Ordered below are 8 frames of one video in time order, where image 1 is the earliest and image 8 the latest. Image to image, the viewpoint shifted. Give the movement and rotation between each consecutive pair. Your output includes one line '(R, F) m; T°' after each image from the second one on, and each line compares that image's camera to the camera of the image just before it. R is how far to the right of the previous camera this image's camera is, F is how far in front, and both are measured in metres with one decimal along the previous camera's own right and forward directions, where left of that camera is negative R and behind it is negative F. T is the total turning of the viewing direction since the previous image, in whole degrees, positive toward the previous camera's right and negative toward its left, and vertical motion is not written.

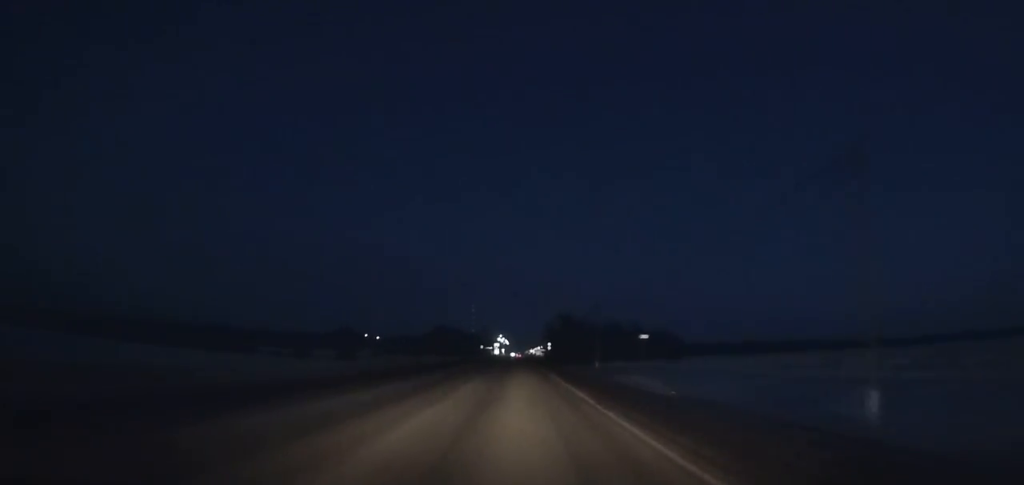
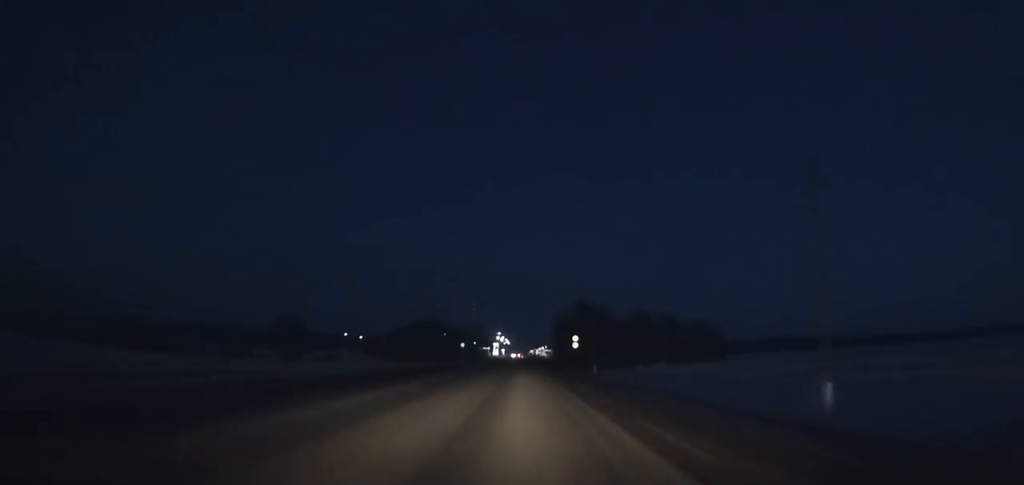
(0.0, +55.9) m; 0°
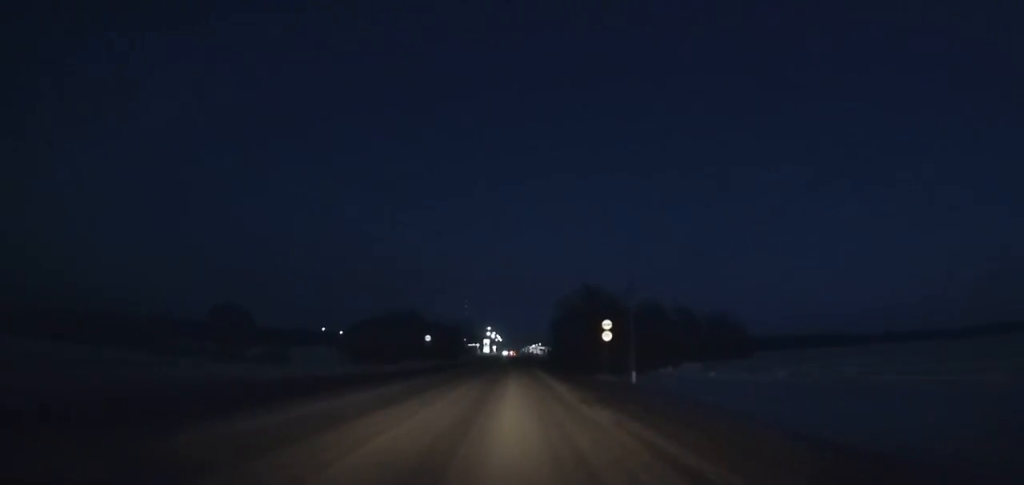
(-0.1, +30.6) m; 0°
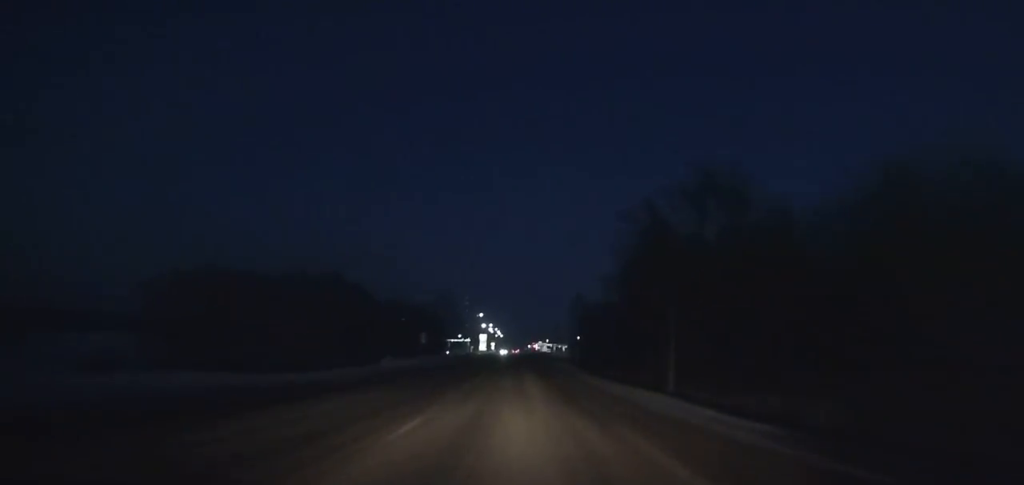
(-0.2, +78.6) m; 0°
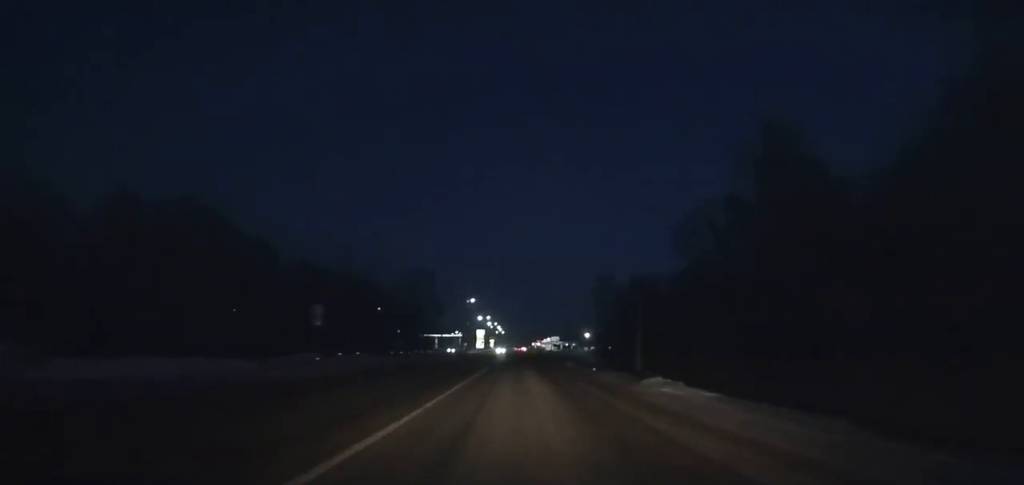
(0.0, +43.4) m; 0°
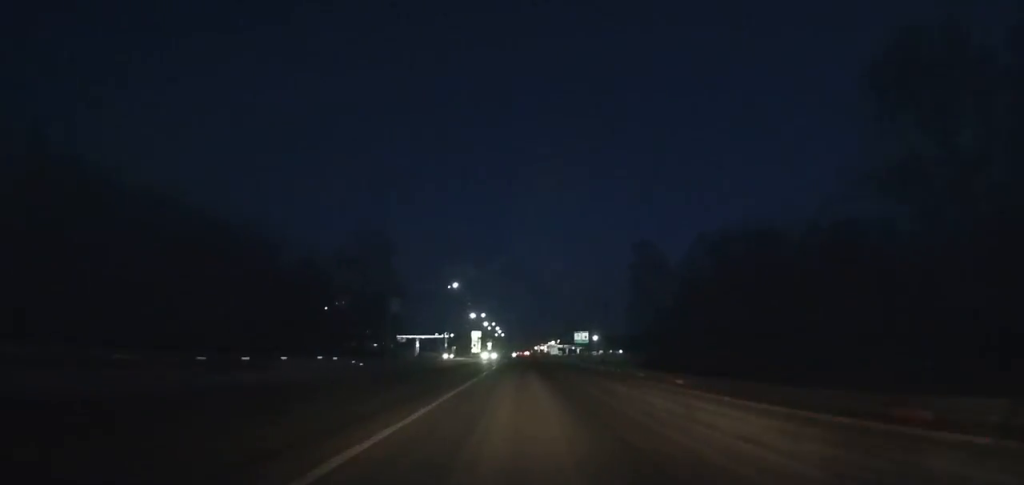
(+0.1, +37.1) m; 0°
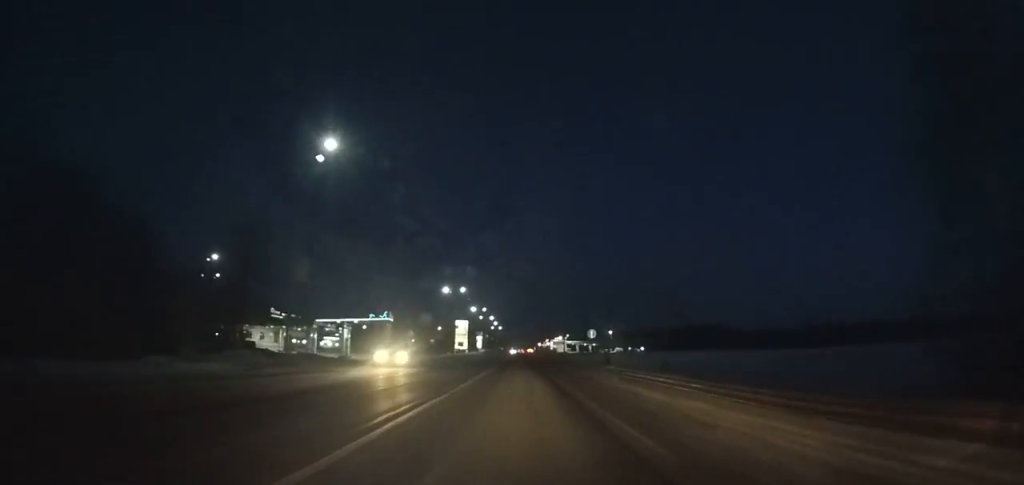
(-0.2, +63.9) m; 0°
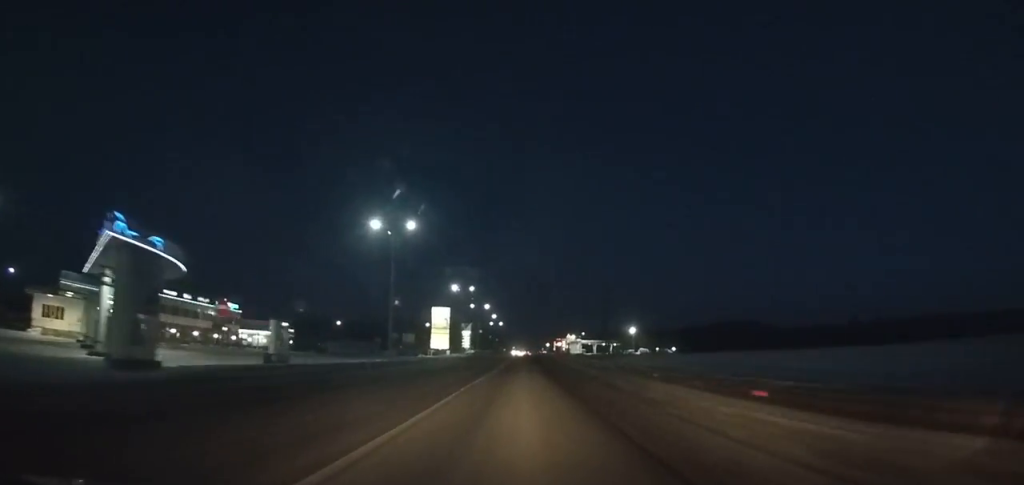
(0.0, +55.2) m; 0°
